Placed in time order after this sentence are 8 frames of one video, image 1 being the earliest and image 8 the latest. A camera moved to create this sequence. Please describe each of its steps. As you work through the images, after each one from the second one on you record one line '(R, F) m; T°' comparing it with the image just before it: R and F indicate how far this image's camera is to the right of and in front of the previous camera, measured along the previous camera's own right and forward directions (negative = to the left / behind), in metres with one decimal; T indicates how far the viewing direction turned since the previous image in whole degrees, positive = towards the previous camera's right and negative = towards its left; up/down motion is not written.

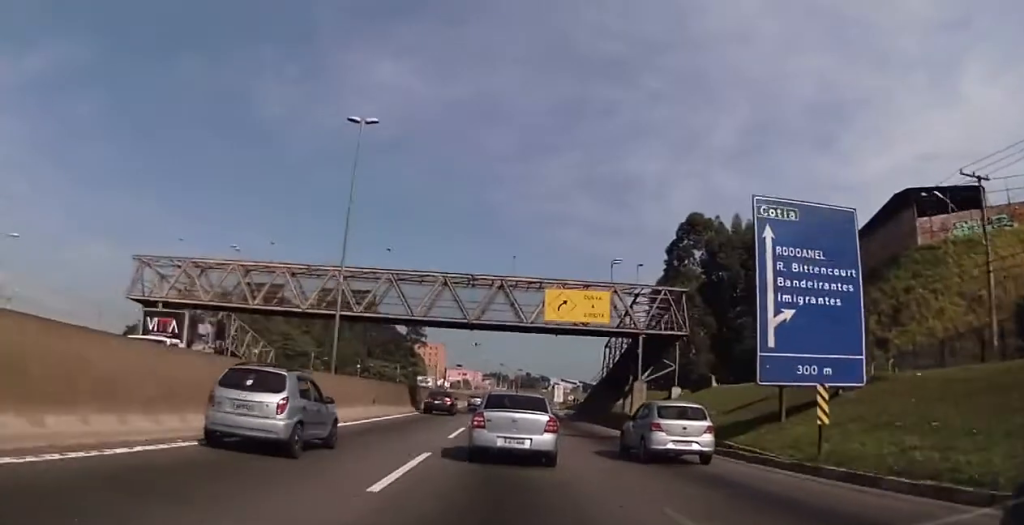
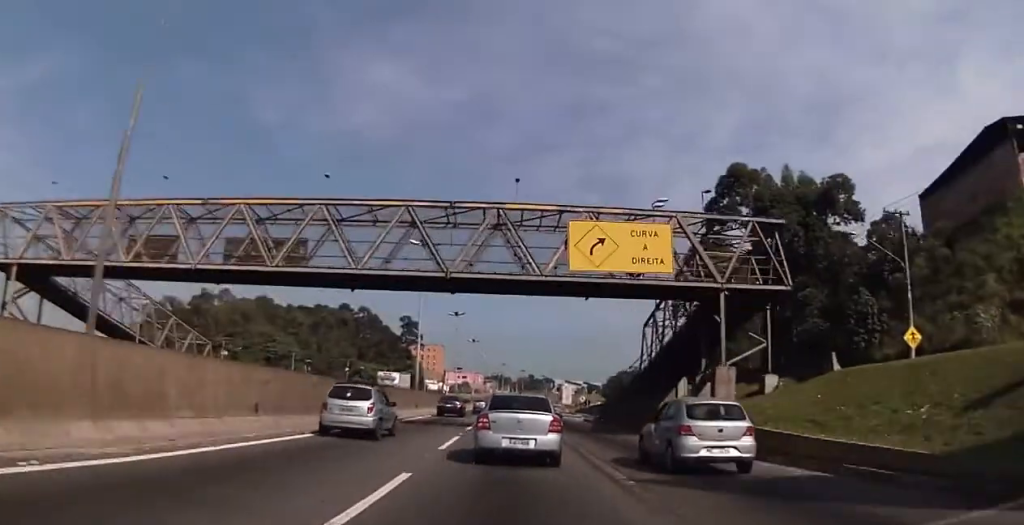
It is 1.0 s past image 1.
(+0.1, +14.2) m; 0°
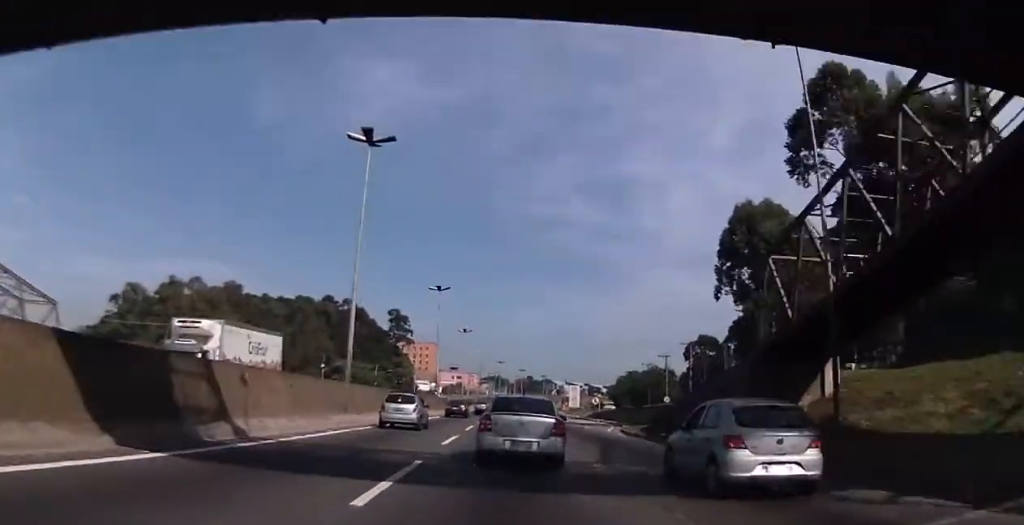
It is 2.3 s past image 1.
(-0.1, +19.9) m; 0°
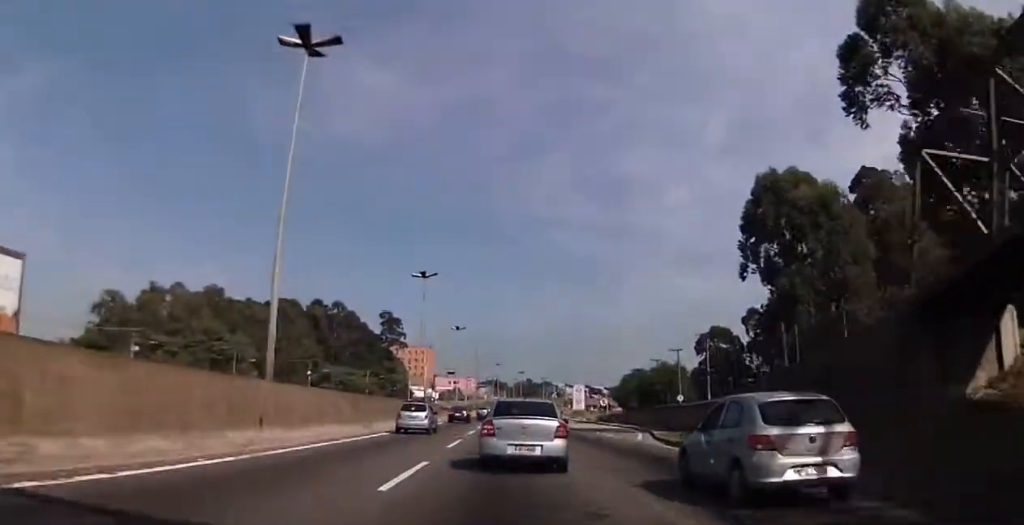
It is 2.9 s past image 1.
(+0.1, +9.4) m; 0°
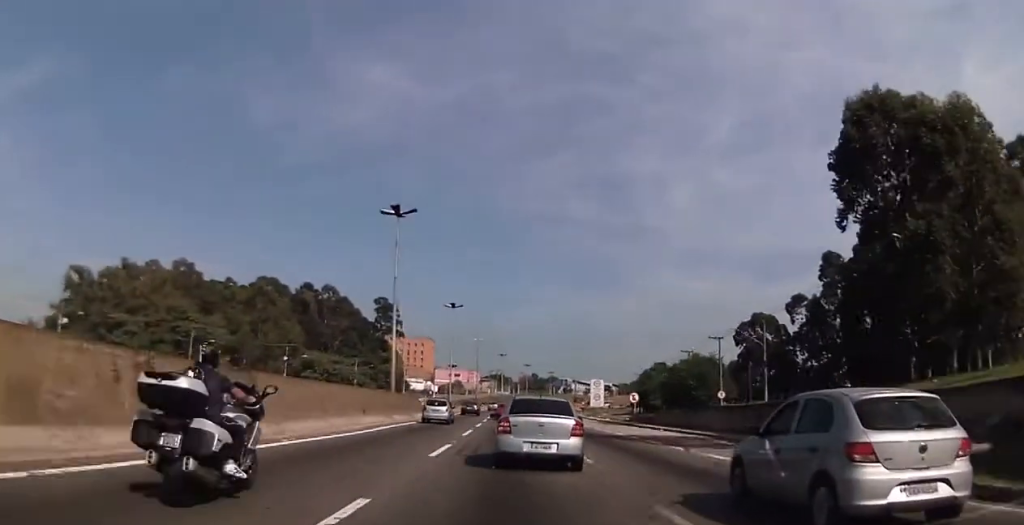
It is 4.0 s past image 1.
(-0.1, +18.4) m; -1°
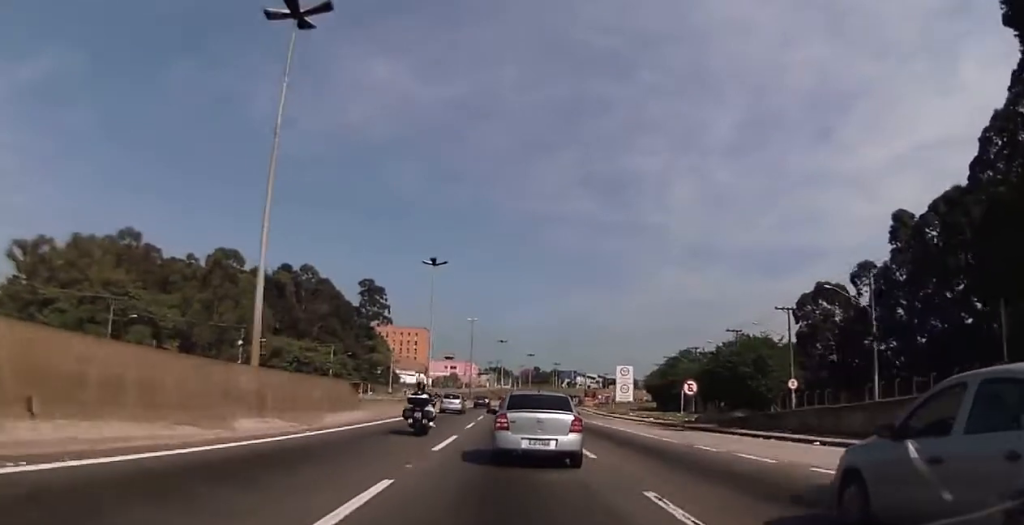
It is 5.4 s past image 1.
(+0.1, +21.8) m; 0°
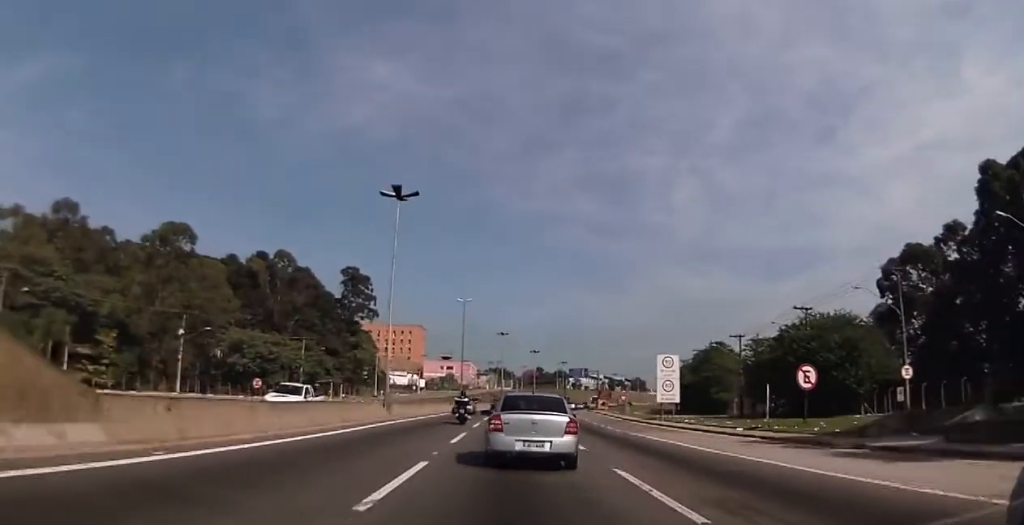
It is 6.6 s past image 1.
(-0.2, +20.3) m; -1°
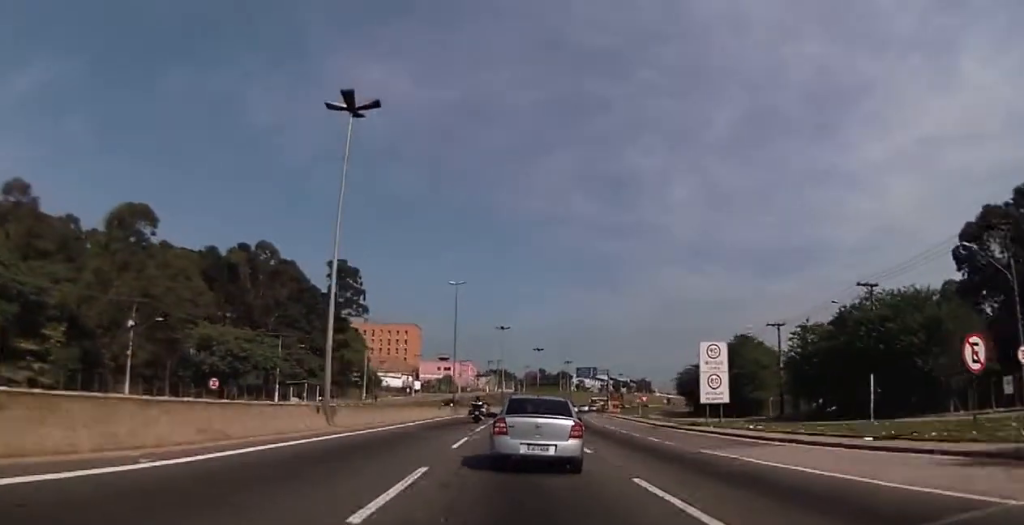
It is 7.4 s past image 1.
(-0.1, +12.7) m; 0°
